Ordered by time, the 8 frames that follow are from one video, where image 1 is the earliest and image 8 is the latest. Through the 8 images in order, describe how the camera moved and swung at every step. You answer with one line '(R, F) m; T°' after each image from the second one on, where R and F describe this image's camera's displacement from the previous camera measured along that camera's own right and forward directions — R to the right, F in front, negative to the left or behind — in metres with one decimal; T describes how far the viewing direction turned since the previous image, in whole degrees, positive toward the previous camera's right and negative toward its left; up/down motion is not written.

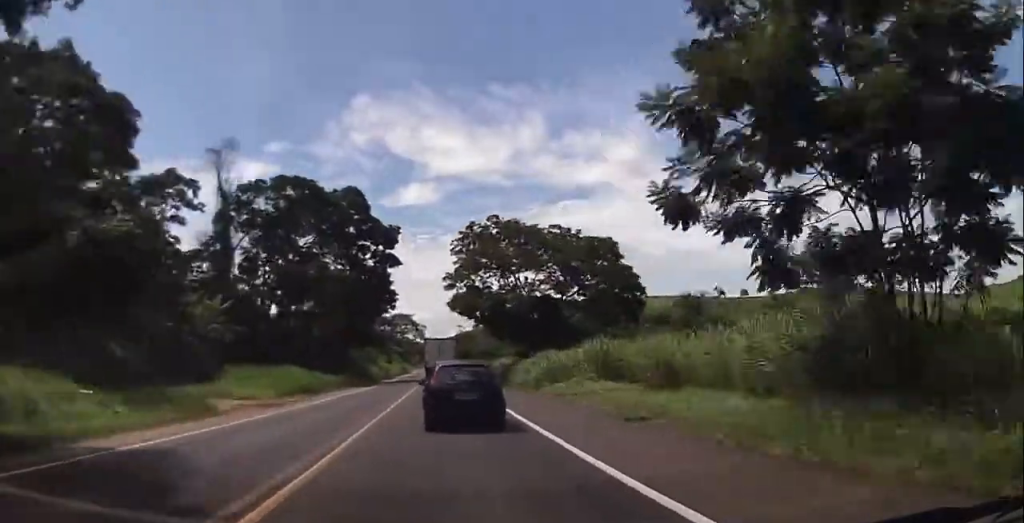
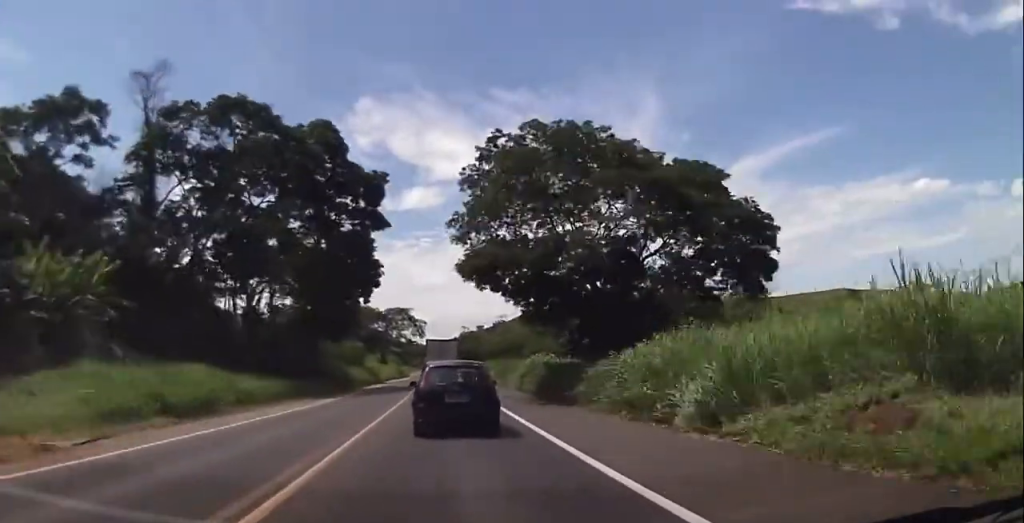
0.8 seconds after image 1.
(+0.1, +20.9) m; 0°
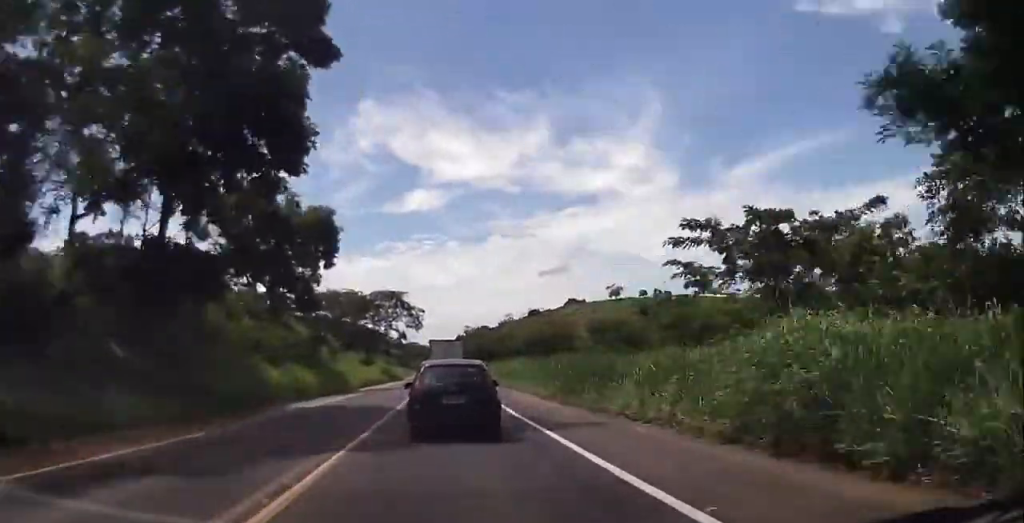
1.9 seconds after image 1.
(-0.2, +29.6) m; -1°
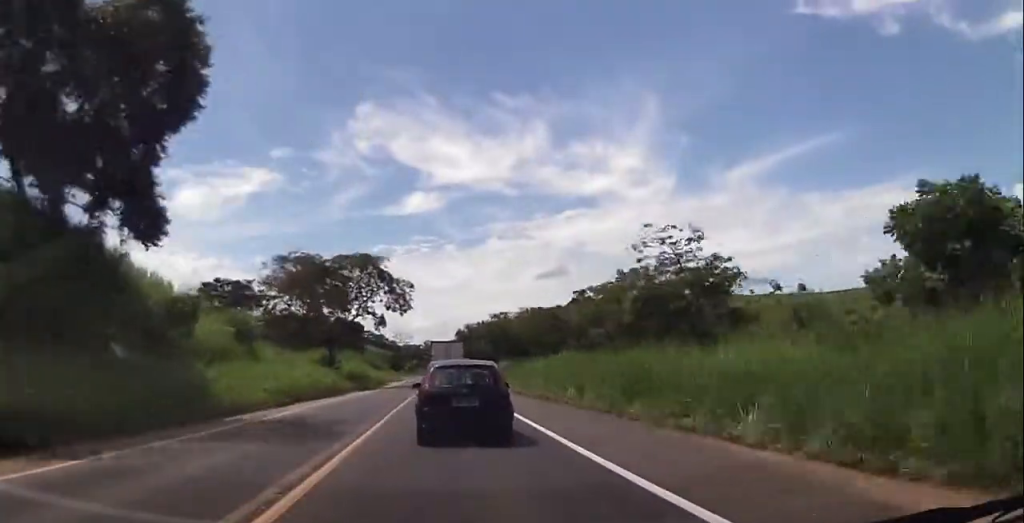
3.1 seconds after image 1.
(-0.2, +31.7) m; 0°
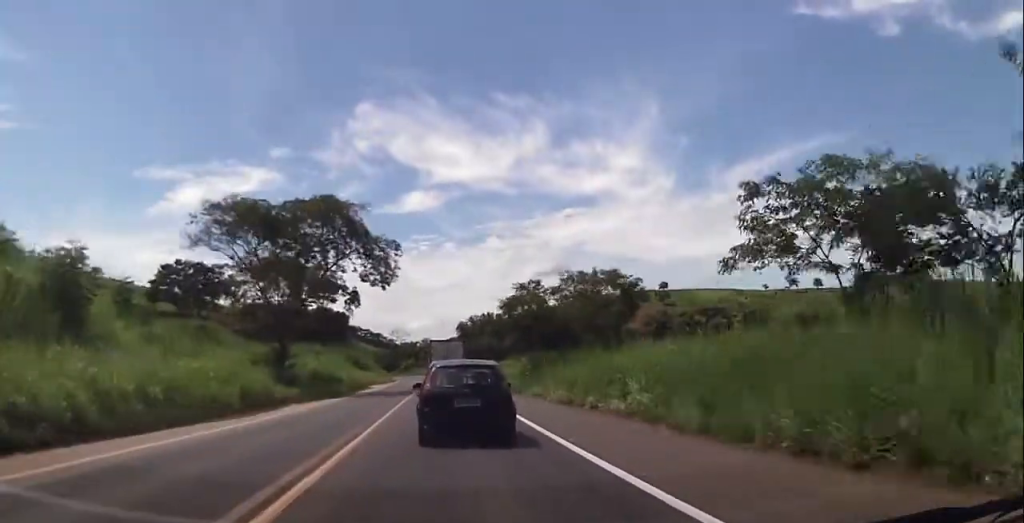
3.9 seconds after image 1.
(+0.1, +20.9) m; 0°
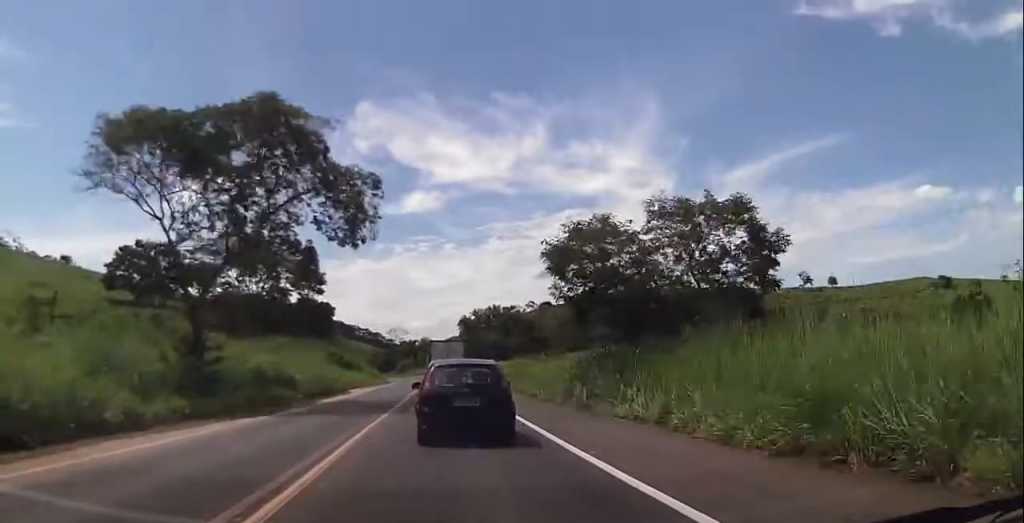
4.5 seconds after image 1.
(+0.1, +16.4) m; 0°
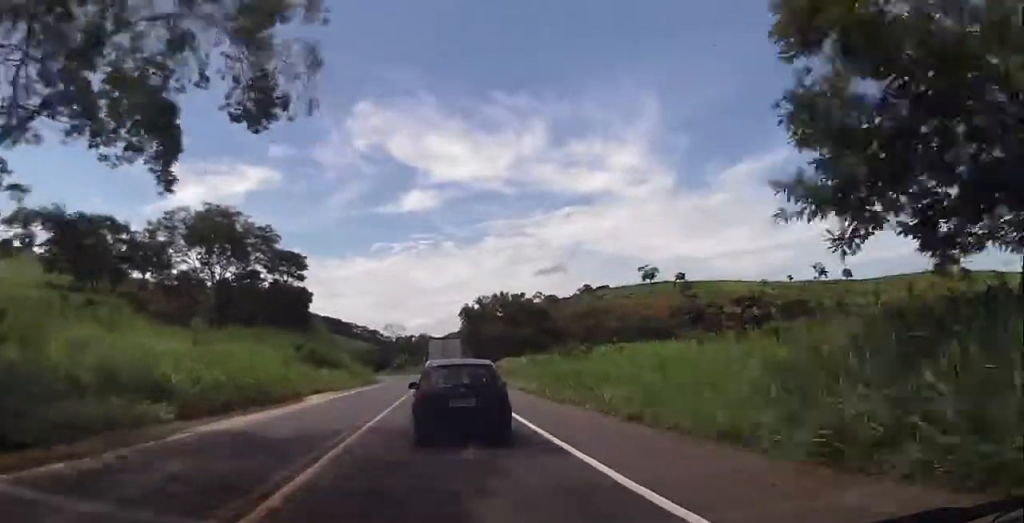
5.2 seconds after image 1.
(0.0, +17.1) m; 0°
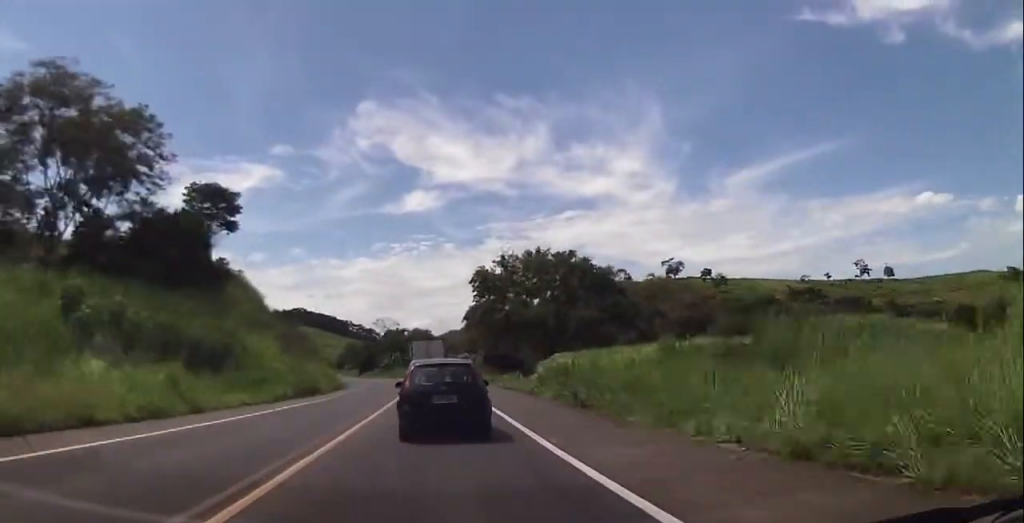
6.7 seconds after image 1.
(+0.3, +39.7) m; 0°
